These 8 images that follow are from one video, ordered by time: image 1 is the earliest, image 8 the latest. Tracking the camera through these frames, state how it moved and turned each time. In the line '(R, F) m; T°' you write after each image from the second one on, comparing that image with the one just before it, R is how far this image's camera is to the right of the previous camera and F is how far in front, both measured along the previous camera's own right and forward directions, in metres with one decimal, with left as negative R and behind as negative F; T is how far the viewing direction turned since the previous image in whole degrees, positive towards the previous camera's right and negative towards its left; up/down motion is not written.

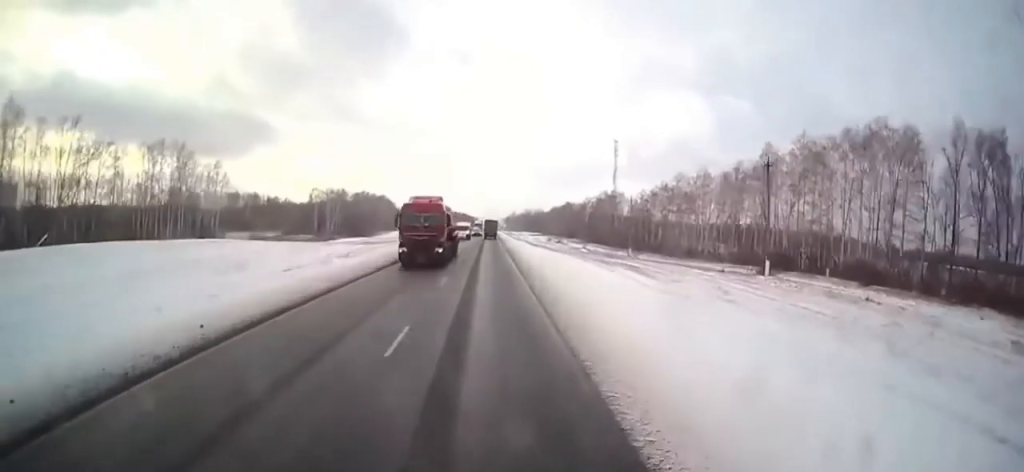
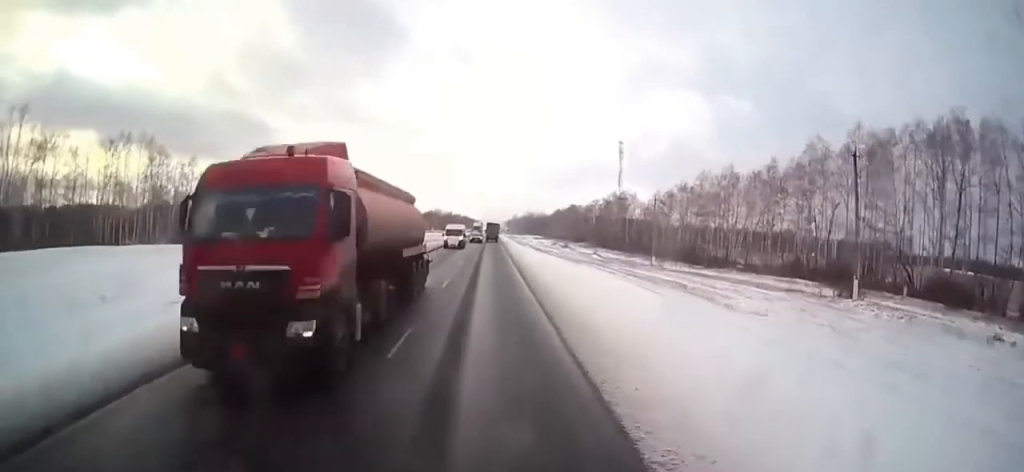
(0.0, +12.4) m; 0°
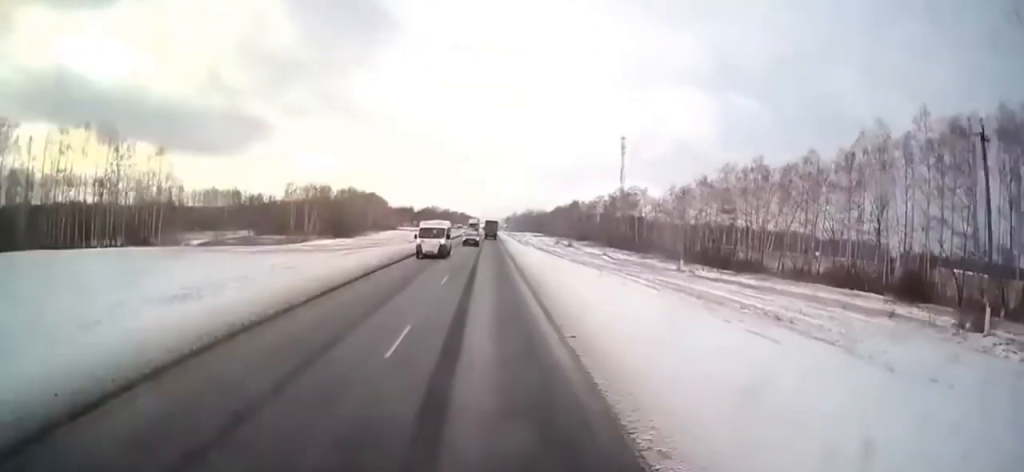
(0.0, +12.4) m; 0°
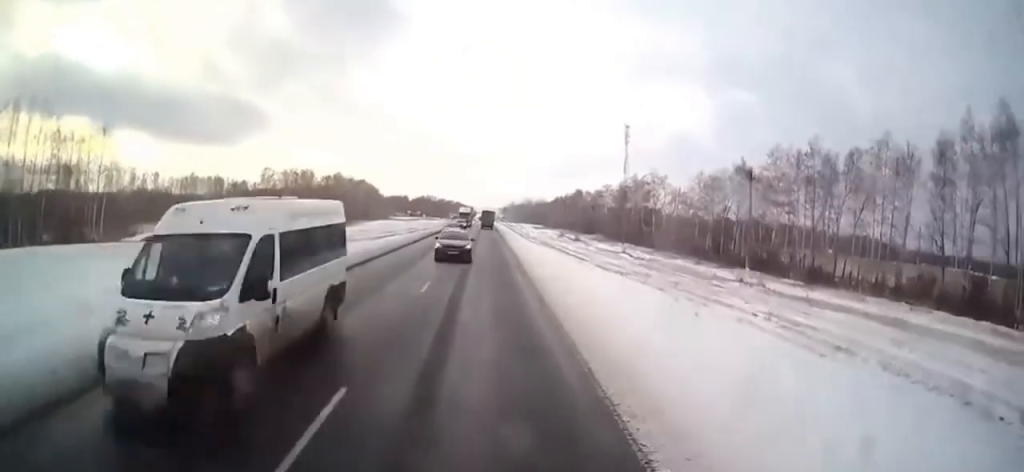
(0.0, +16.2) m; +1°
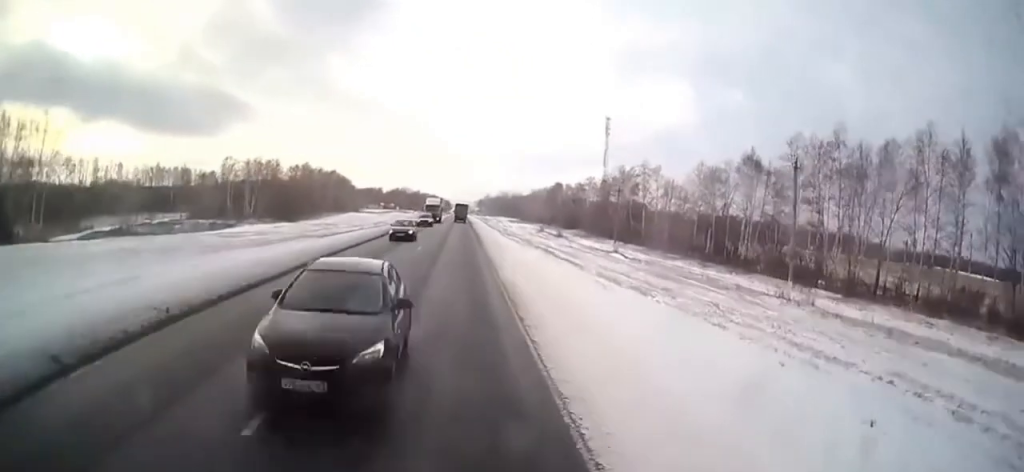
(+0.1, +11.4) m; +1°
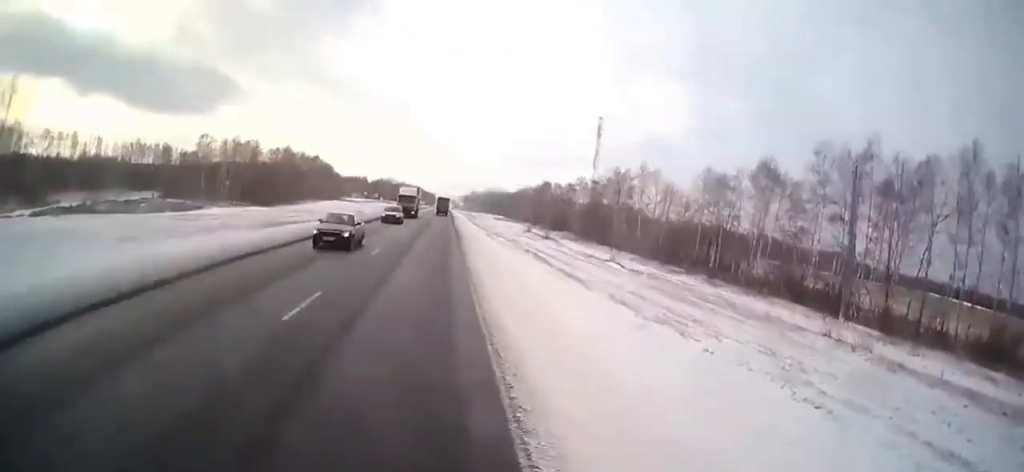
(+0.1, +7.8) m; +1°
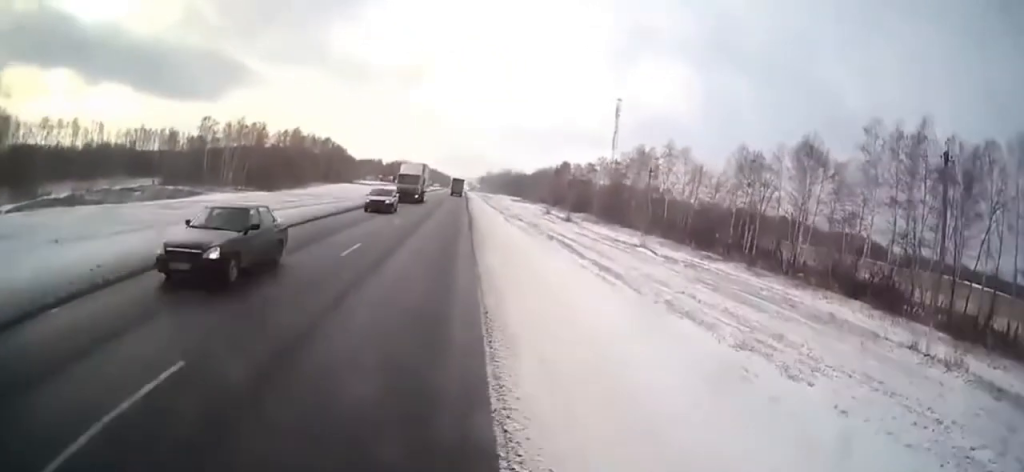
(0.0, +8.2) m; 0°
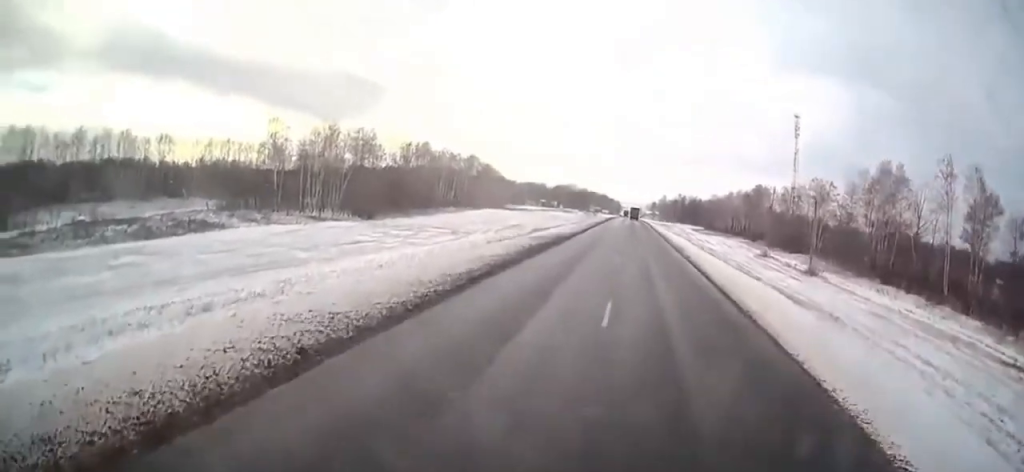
(-4.6, +42.9) m; -16°
